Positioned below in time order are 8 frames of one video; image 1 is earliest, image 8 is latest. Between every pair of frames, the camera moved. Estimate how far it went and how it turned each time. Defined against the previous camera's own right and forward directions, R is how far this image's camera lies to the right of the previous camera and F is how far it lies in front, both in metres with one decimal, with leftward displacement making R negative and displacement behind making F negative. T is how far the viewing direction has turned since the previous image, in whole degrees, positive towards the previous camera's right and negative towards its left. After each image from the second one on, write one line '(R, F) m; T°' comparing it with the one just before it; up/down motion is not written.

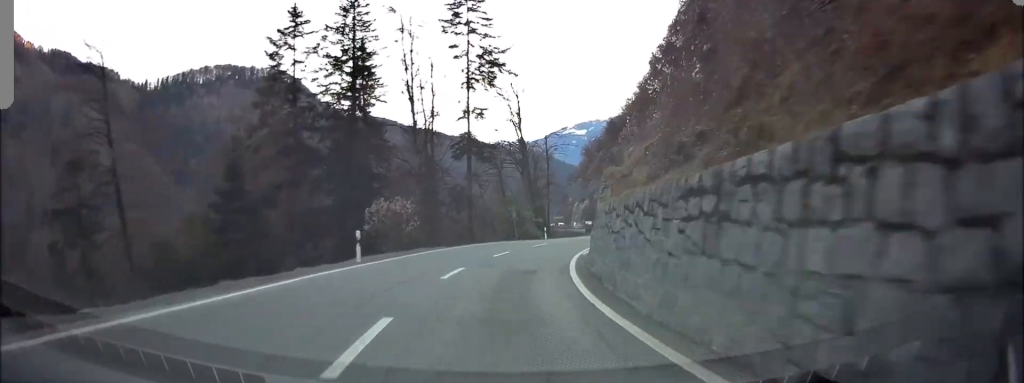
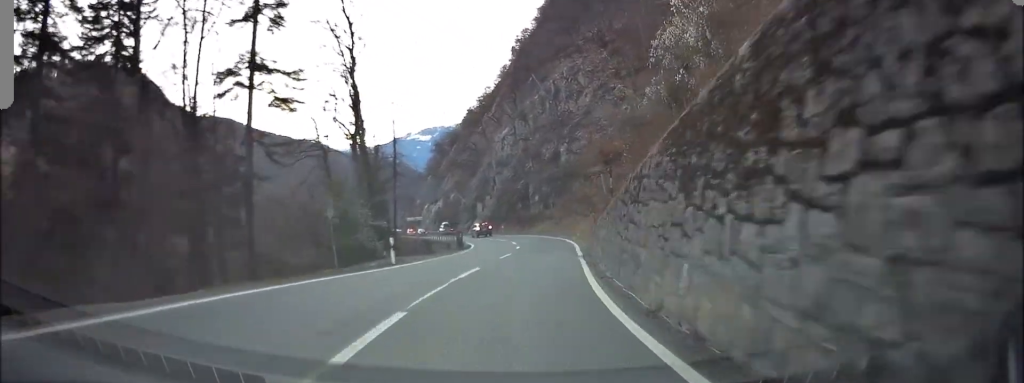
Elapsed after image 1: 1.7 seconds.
(+0.8, +27.1) m; +5°
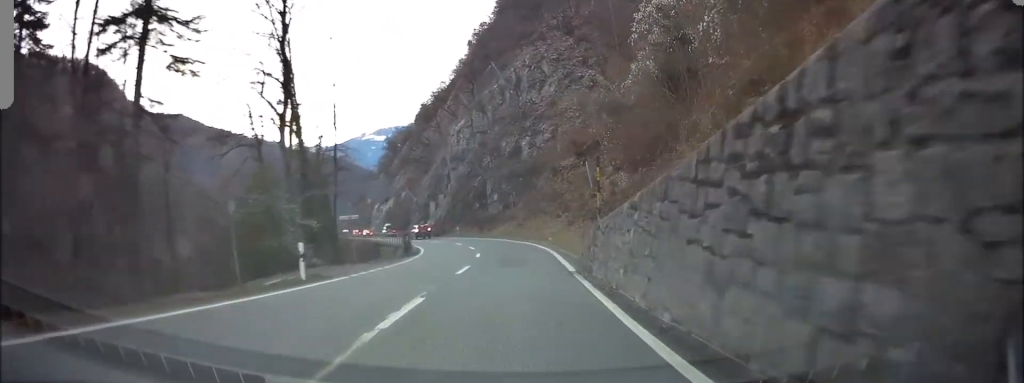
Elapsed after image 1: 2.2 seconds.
(0.0, +7.4) m; +2°
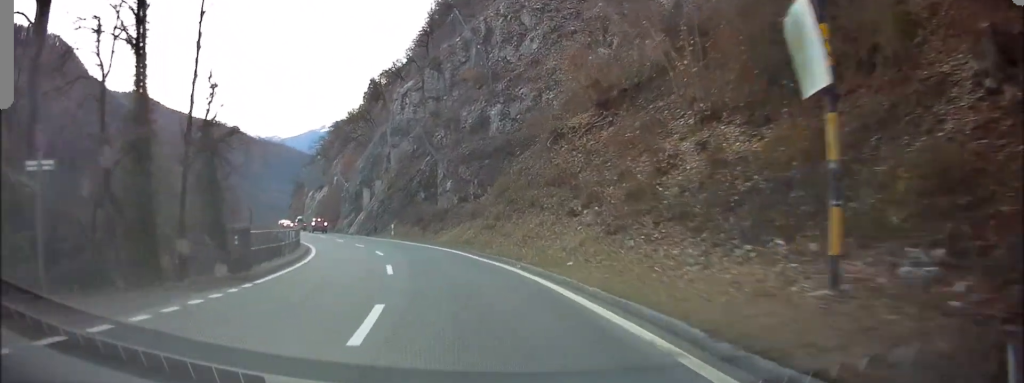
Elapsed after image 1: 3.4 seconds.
(+1.1, +19.1) m; +6°
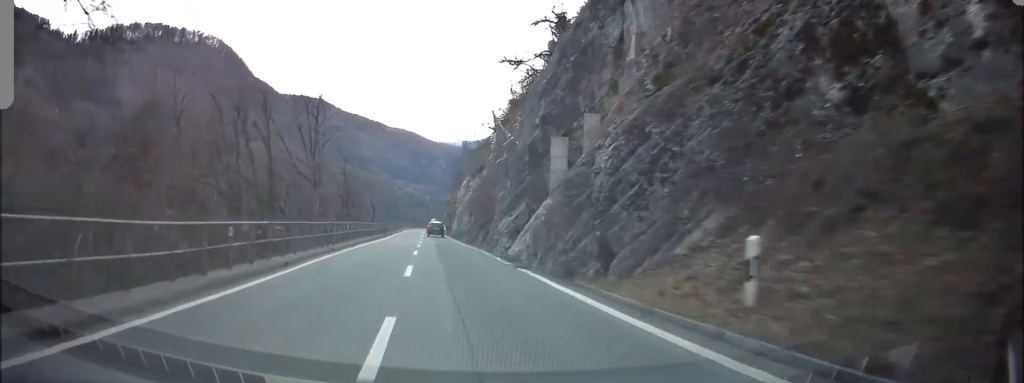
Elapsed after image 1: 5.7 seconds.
(+0.8, +37.0) m; -5°
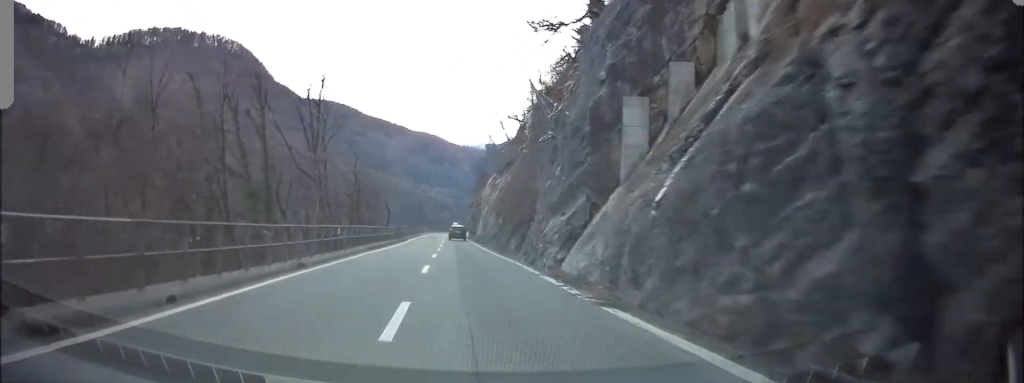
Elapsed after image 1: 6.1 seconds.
(-0.2, +7.0) m; -3°
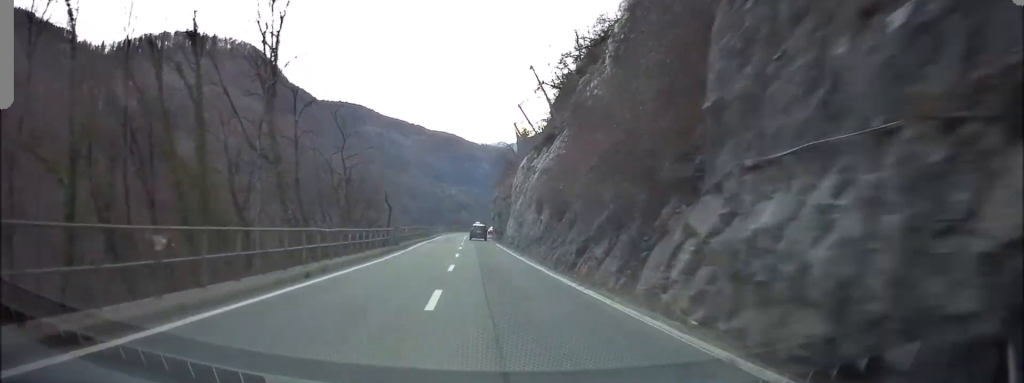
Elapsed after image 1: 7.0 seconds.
(-0.5, +14.2) m; -3°
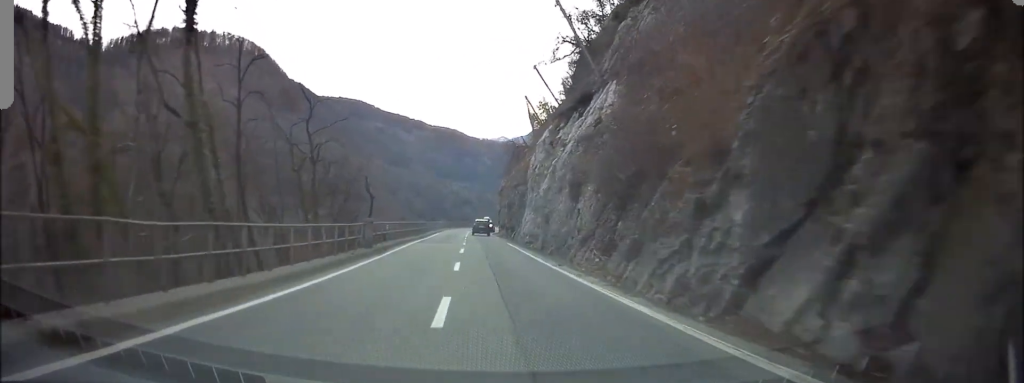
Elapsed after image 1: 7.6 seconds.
(-0.1, +9.9) m; -1°
